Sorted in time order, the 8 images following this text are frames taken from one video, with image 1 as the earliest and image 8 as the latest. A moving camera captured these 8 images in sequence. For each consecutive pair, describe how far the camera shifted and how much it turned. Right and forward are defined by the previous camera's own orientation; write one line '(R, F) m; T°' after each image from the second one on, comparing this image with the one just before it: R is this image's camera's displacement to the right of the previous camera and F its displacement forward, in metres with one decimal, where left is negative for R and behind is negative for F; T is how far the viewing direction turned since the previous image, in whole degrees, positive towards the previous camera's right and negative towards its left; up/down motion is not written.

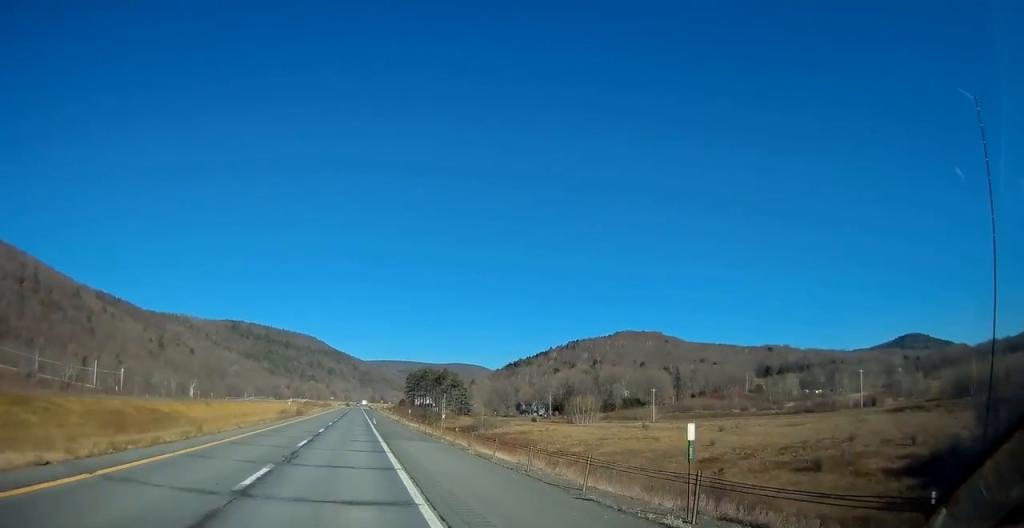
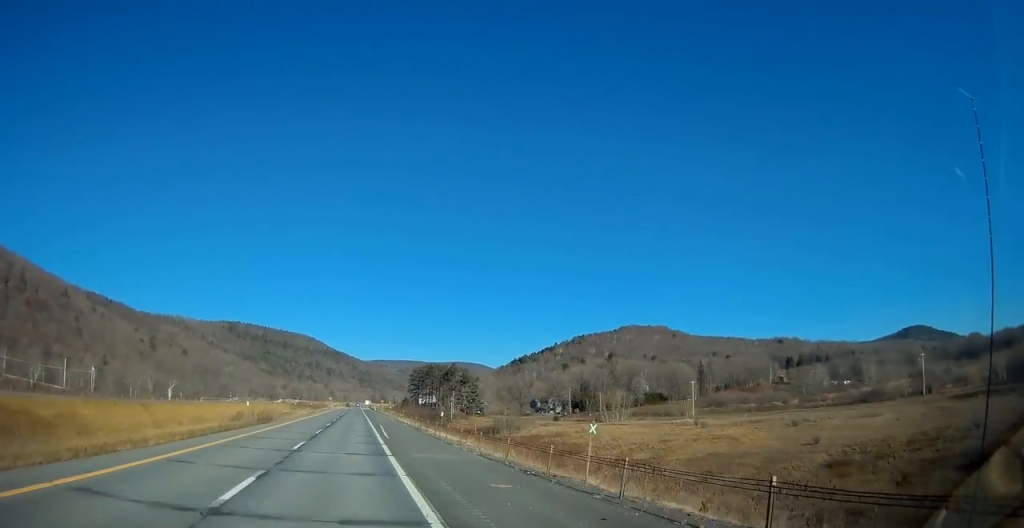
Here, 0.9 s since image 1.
(0.0, +26.2) m; 0°
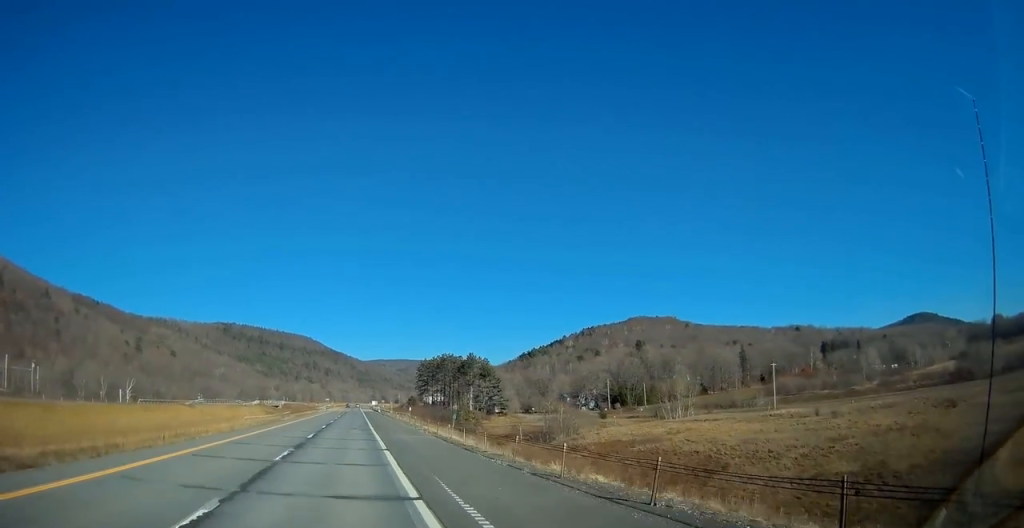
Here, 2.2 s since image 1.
(+0.2, +40.3) m; 0°
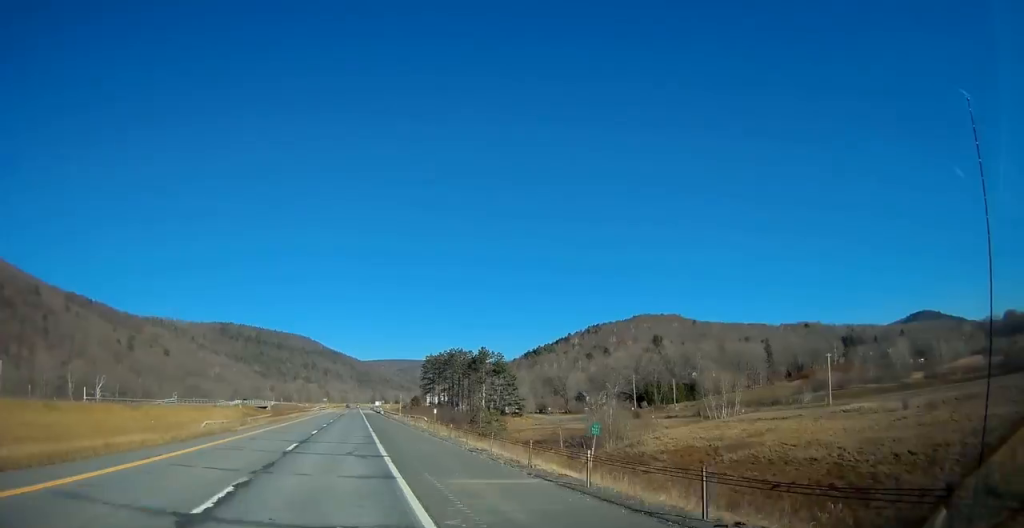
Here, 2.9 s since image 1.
(0.0, +21.2) m; 0°
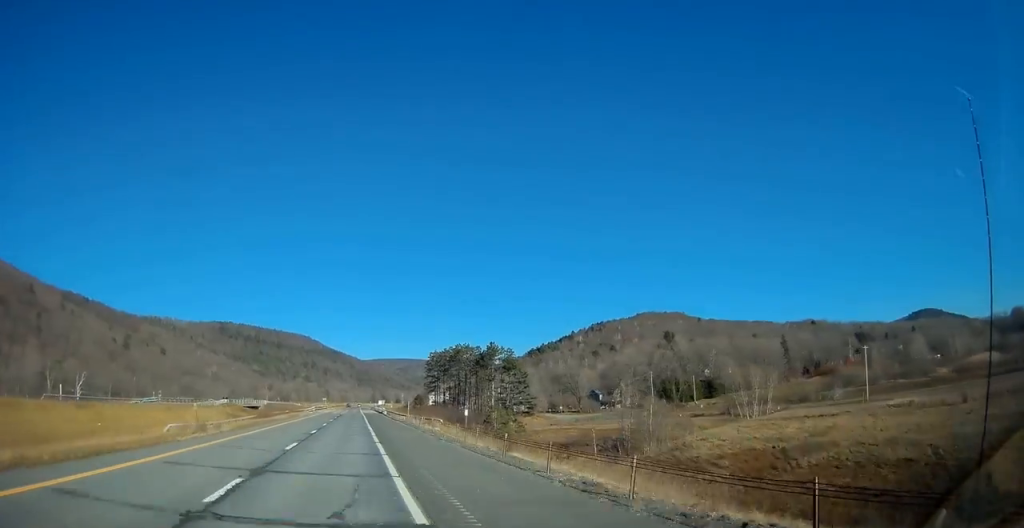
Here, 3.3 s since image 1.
(0.0, +12.1) m; 0°
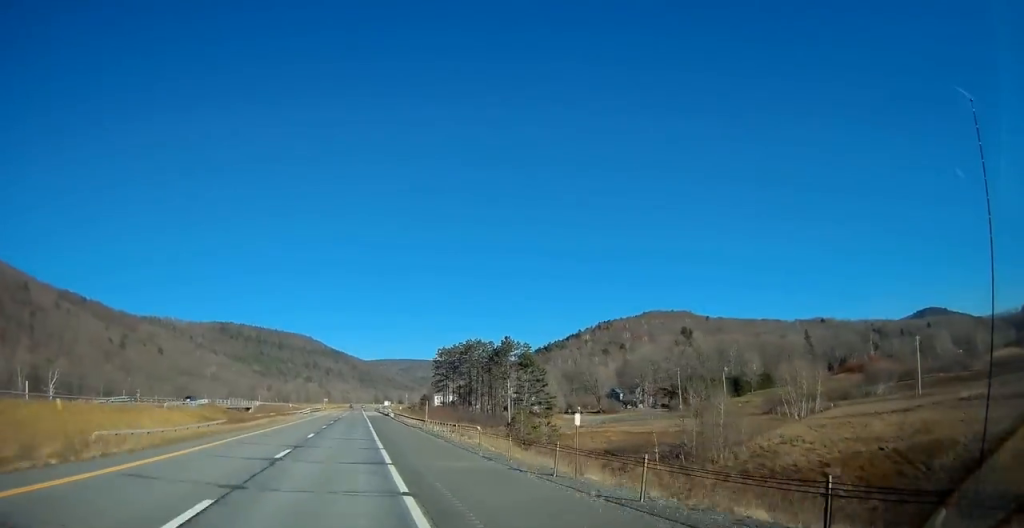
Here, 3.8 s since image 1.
(0.0, +15.1) m; 0°
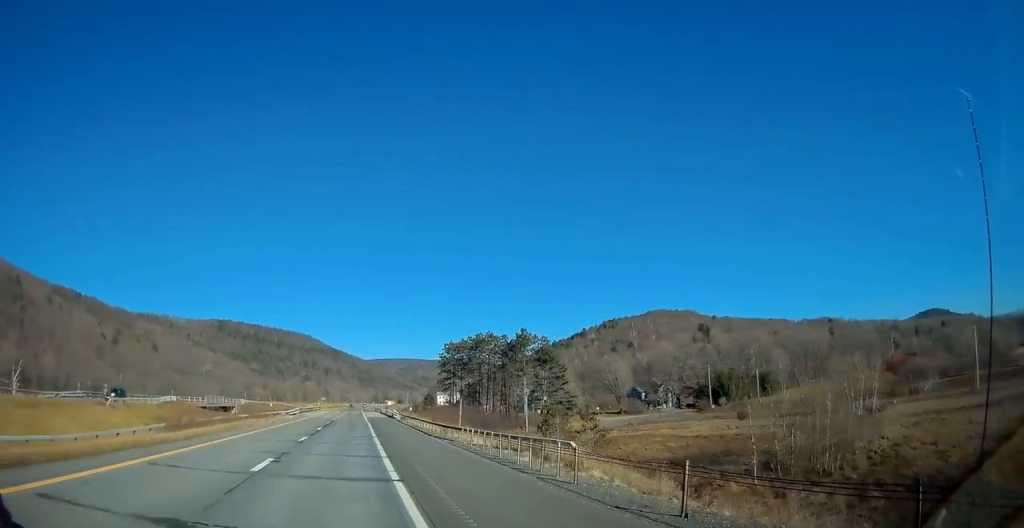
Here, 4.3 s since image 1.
(0.0, +16.1) m; 0°
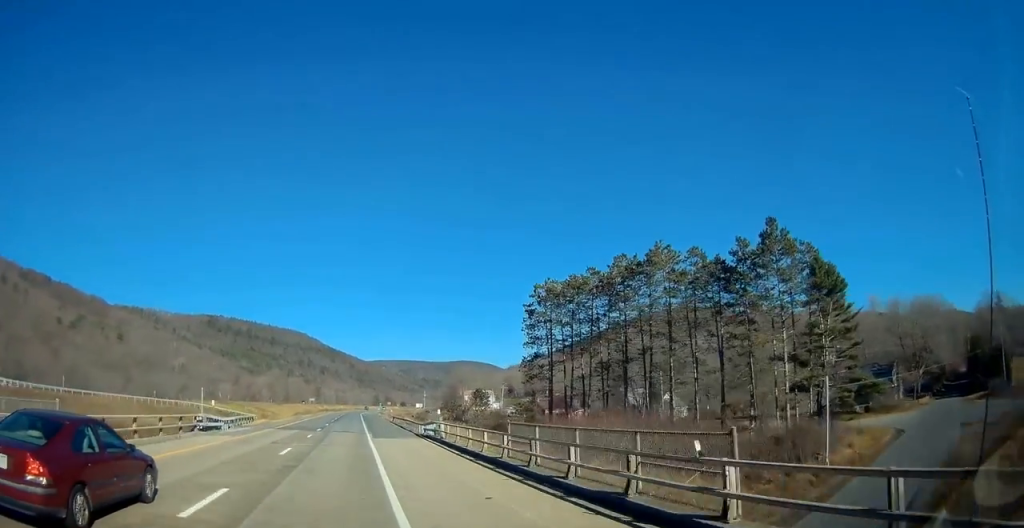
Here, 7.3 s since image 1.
(-0.5, +90.6) m; 0°
